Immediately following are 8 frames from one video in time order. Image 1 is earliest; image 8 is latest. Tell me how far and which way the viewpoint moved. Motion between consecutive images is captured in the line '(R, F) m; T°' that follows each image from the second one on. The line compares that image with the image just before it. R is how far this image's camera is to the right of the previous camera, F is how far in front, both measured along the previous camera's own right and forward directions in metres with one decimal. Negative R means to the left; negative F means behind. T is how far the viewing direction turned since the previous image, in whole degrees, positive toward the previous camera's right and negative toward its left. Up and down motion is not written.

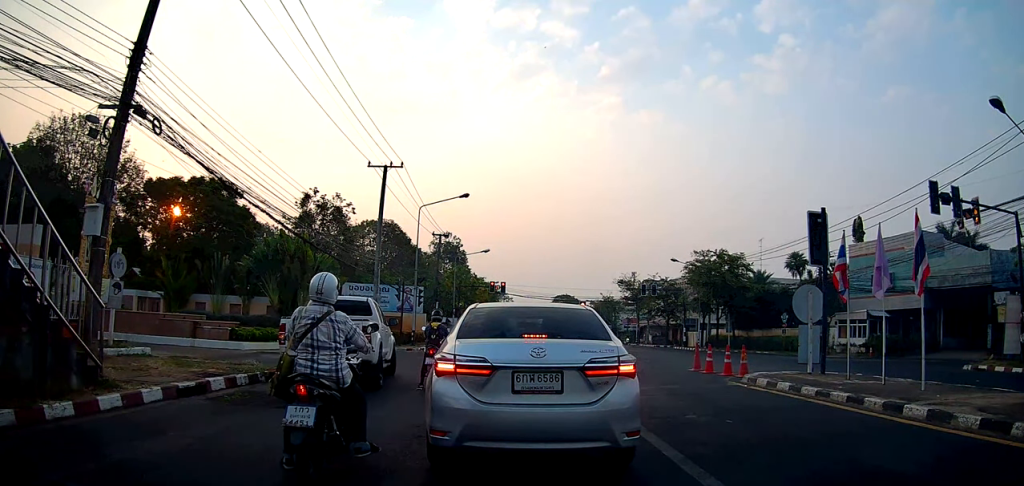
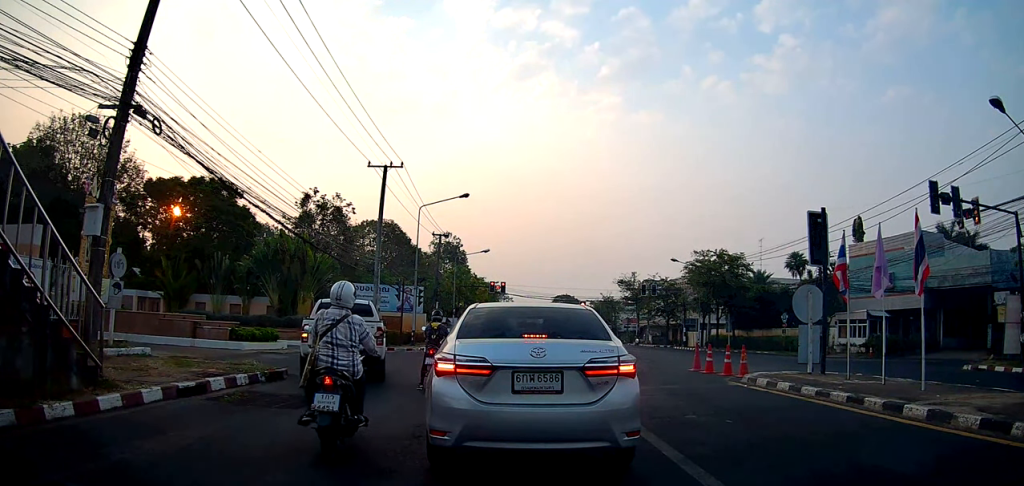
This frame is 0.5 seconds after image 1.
(0.0, 0.0) m; 0°
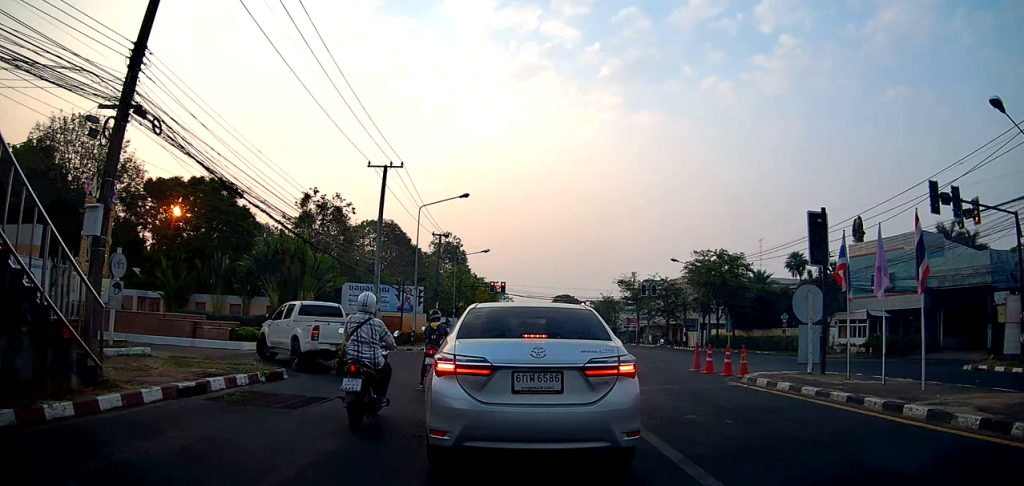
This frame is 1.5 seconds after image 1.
(0.0, 0.0) m; 0°
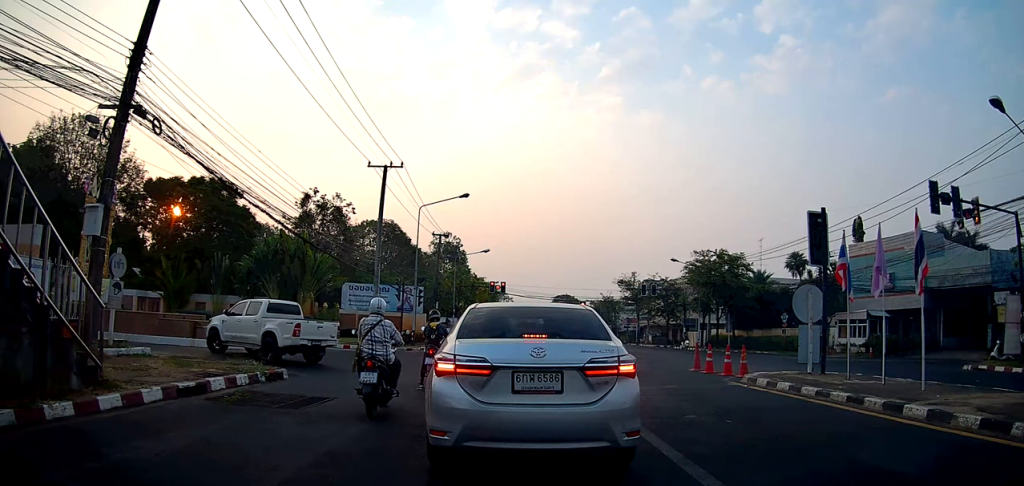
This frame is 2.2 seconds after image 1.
(0.0, 0.0) m; 0°
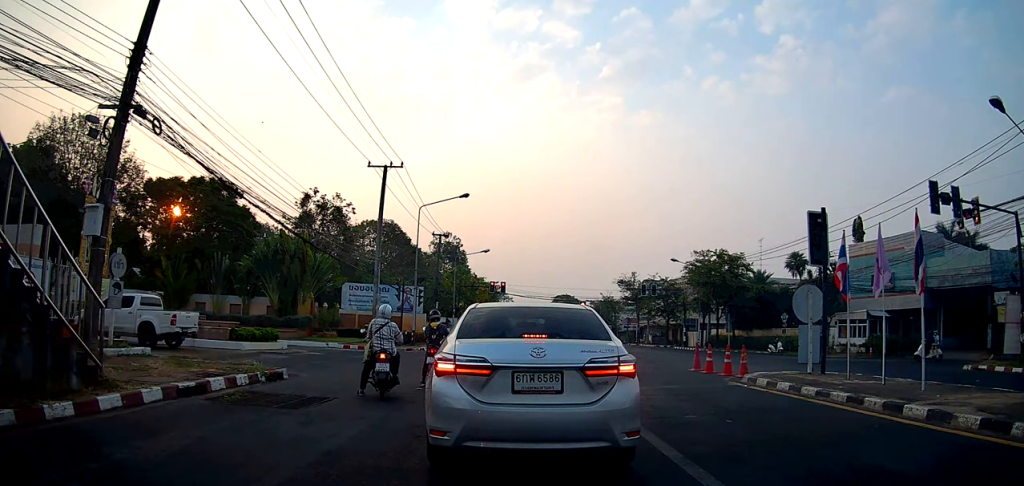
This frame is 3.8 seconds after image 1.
(0.0, 0.0) m; 0°
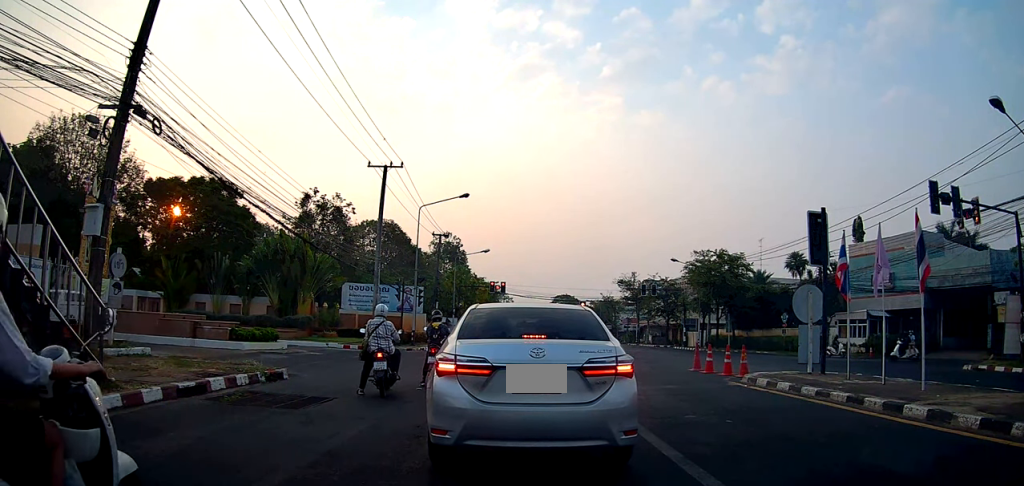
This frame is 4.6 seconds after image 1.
(0.0, 0.0) m; 0°
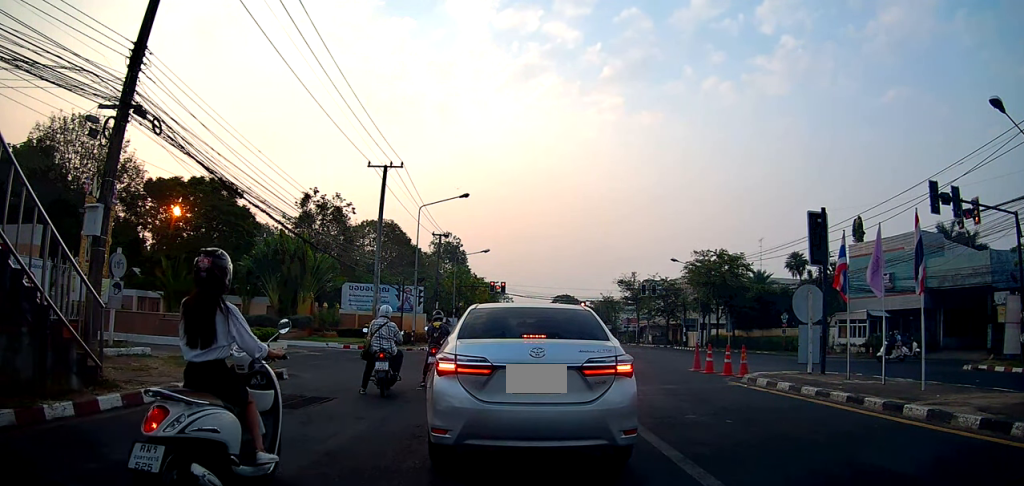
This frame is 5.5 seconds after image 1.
(0.0, 0.0) m; 0°
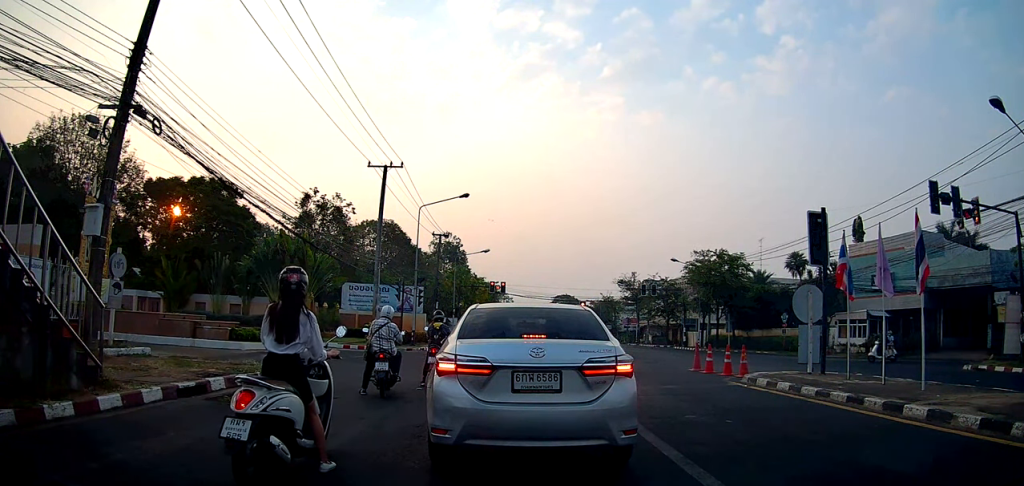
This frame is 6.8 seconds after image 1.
(0.0, 0.0) m; 0°
